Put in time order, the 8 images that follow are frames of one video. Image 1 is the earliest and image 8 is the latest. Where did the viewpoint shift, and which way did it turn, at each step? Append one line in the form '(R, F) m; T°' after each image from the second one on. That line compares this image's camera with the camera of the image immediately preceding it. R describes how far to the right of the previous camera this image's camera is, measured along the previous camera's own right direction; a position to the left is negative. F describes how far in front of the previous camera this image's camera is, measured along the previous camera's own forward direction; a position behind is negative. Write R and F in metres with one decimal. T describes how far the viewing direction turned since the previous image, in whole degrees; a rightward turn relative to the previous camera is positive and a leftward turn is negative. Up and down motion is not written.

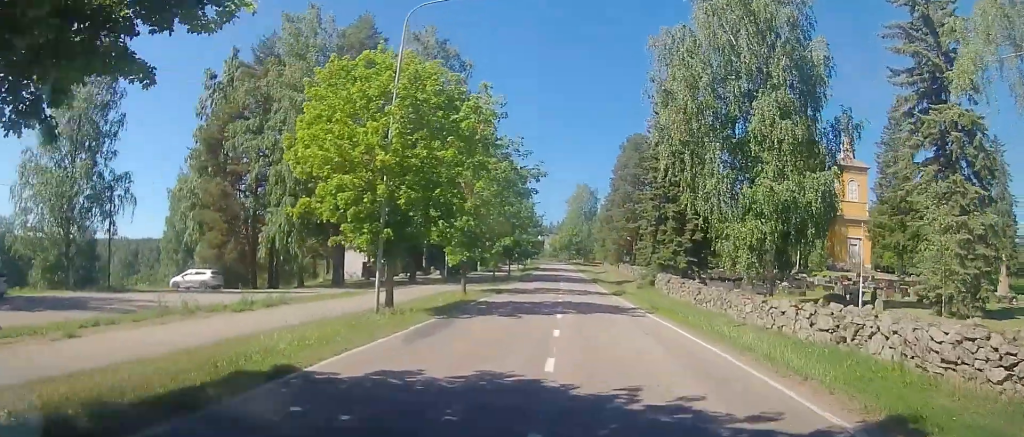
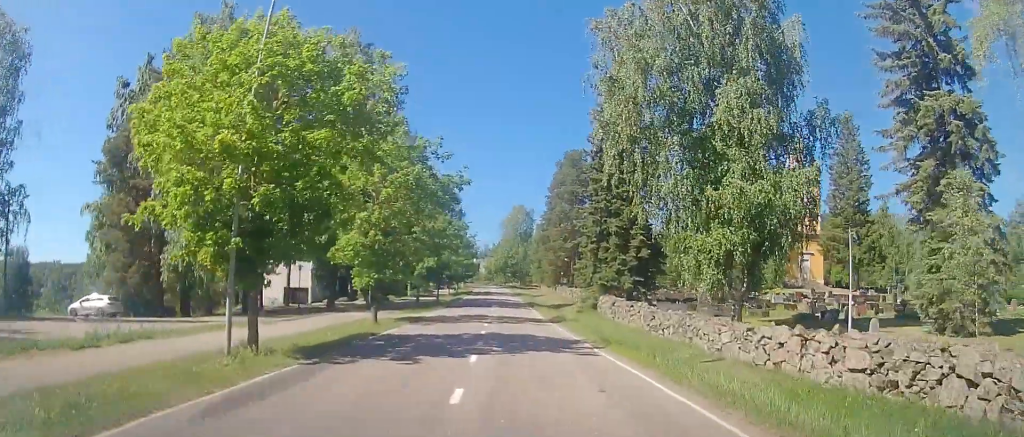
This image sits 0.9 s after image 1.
(0.0, +4.5) m; -1°
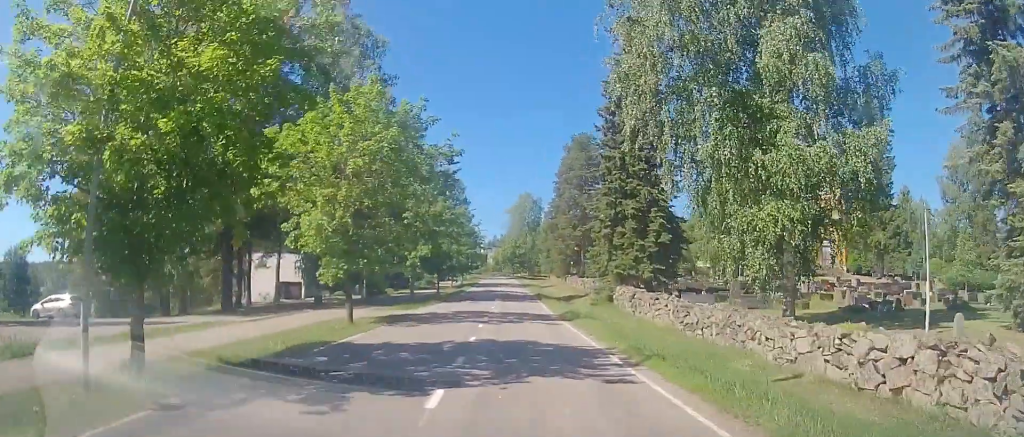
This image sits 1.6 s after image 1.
(-0.1, +4.2) m; 0°
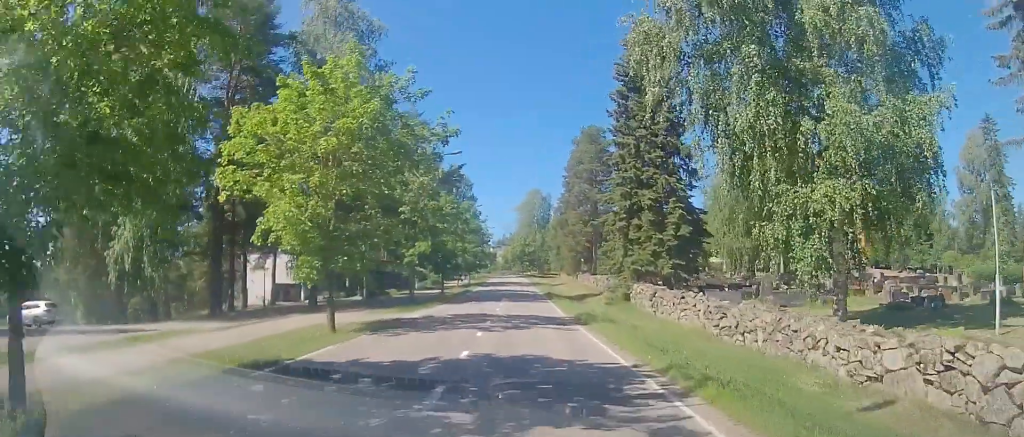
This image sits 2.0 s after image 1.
(0.0, +2.9) m; -1°
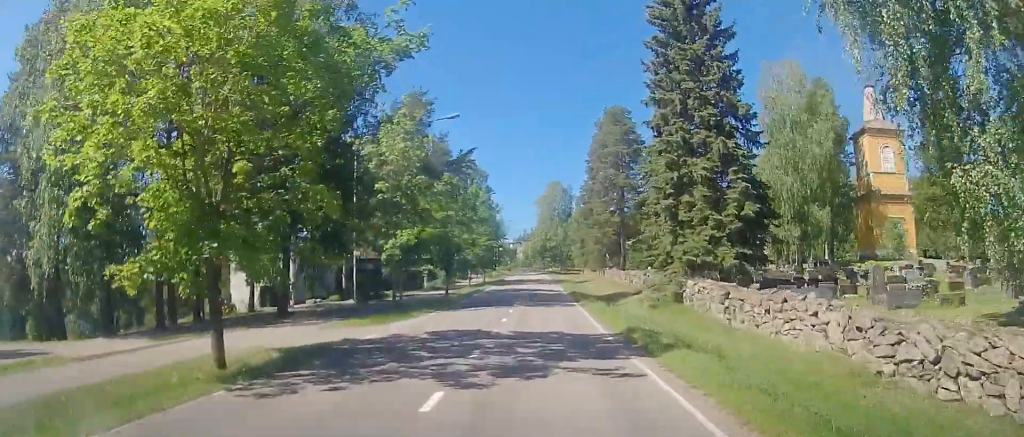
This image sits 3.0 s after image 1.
(-0.1, +7.8) m; -3°
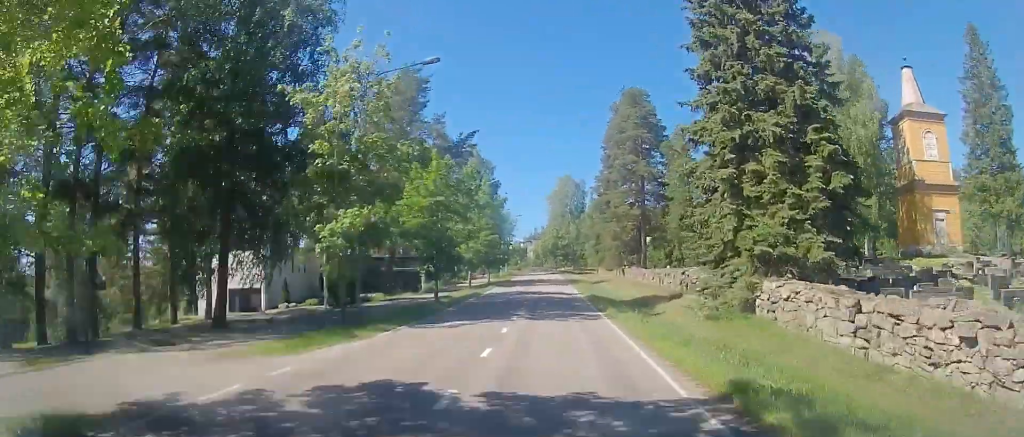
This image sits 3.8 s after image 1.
(-0.3, +7.6) m; -2°
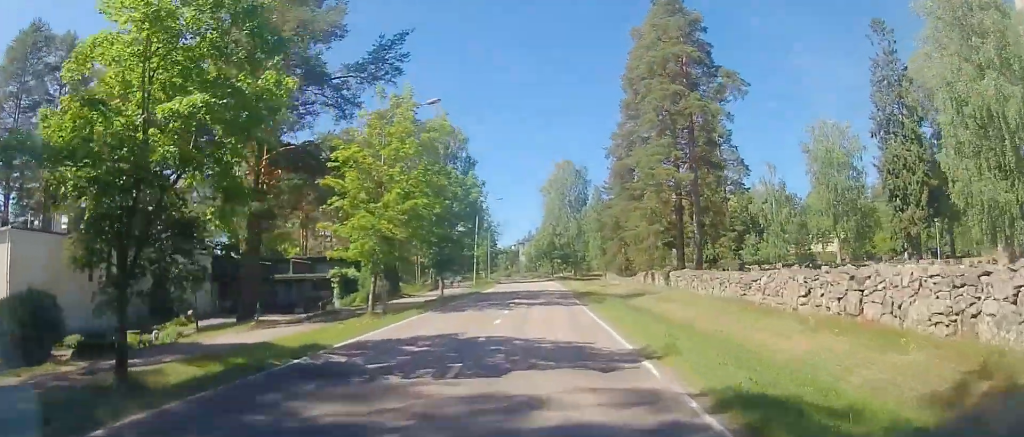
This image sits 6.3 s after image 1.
(+0.8, +25.8) m; +4°
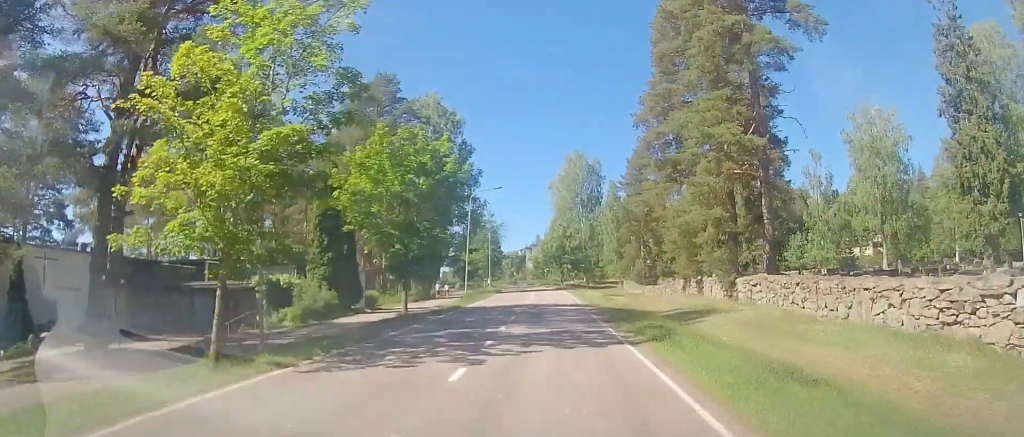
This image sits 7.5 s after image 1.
(-0.2, +12.5) m; -2°
